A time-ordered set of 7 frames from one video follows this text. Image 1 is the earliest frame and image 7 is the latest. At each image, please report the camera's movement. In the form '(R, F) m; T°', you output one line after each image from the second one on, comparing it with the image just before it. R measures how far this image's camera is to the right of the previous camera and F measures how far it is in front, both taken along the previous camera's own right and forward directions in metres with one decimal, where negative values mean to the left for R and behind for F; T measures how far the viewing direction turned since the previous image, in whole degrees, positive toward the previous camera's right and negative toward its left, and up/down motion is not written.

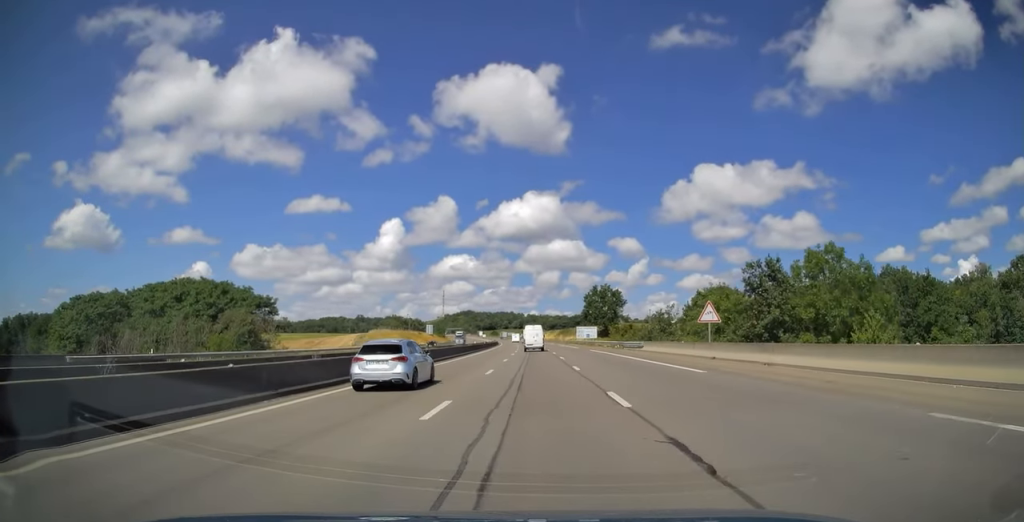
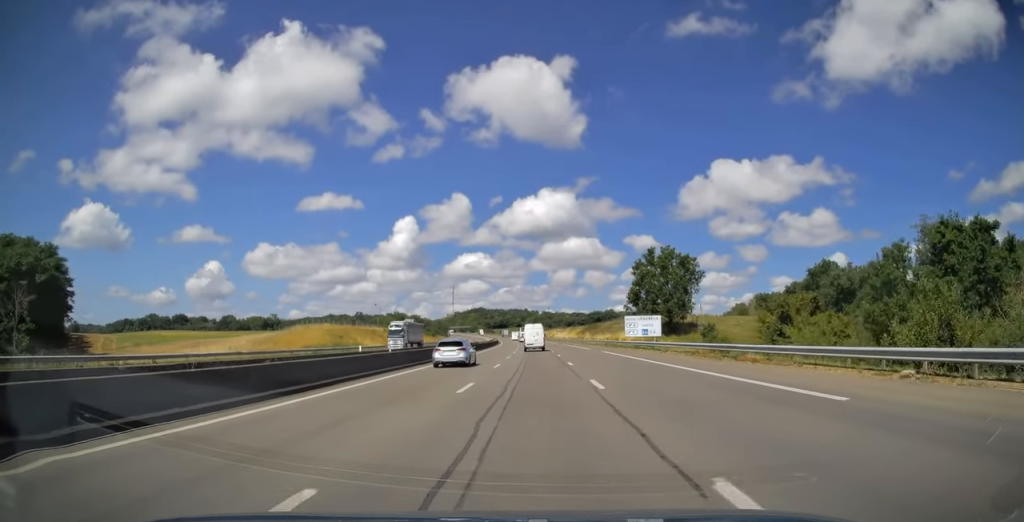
(-0.8, +60.0) m; -2°
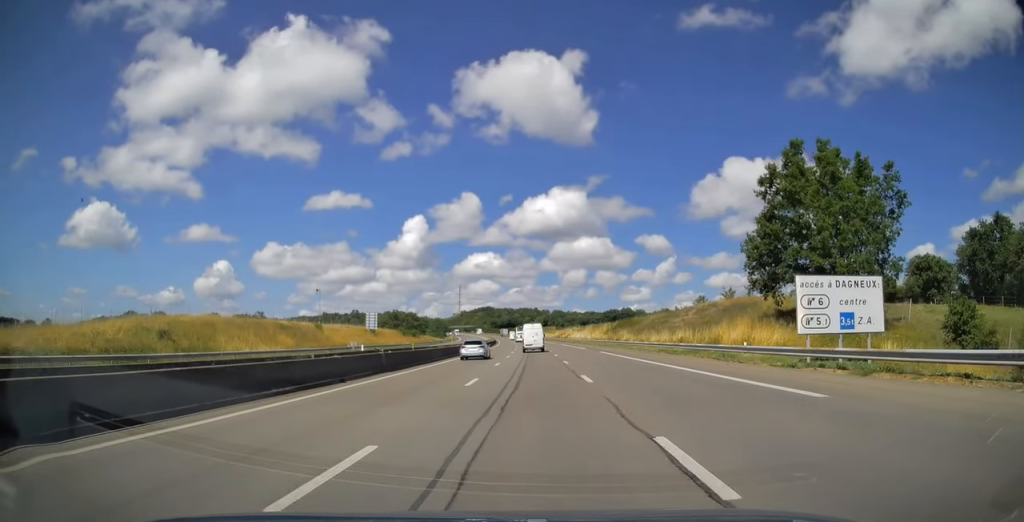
(-0.5, +49.2) m; -1°
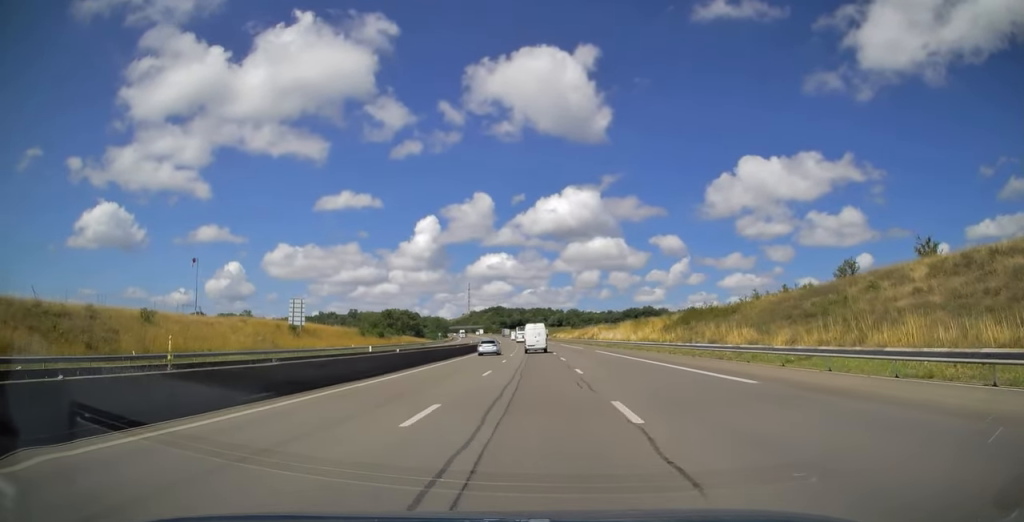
(-0.2, +46.6) m; 0°
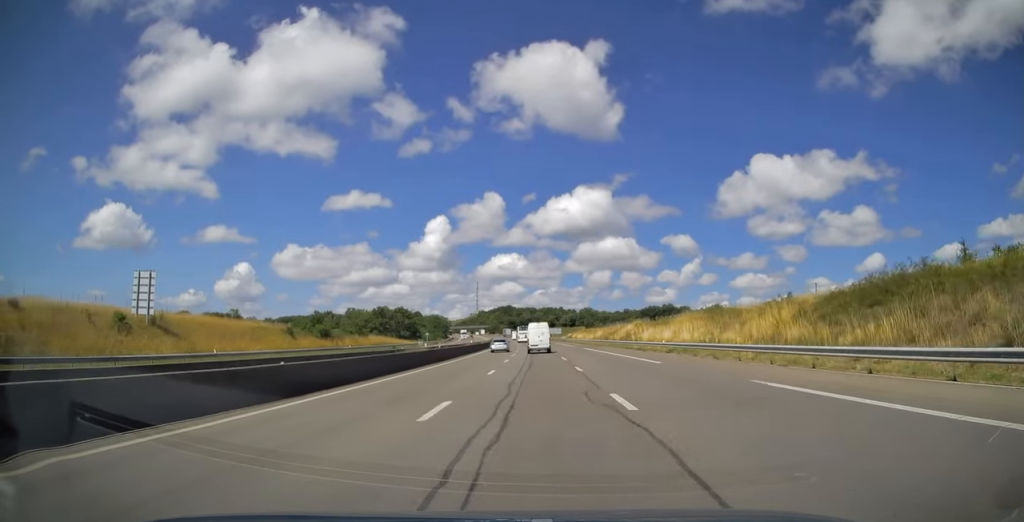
(-0.4, +38.0) m; -2°
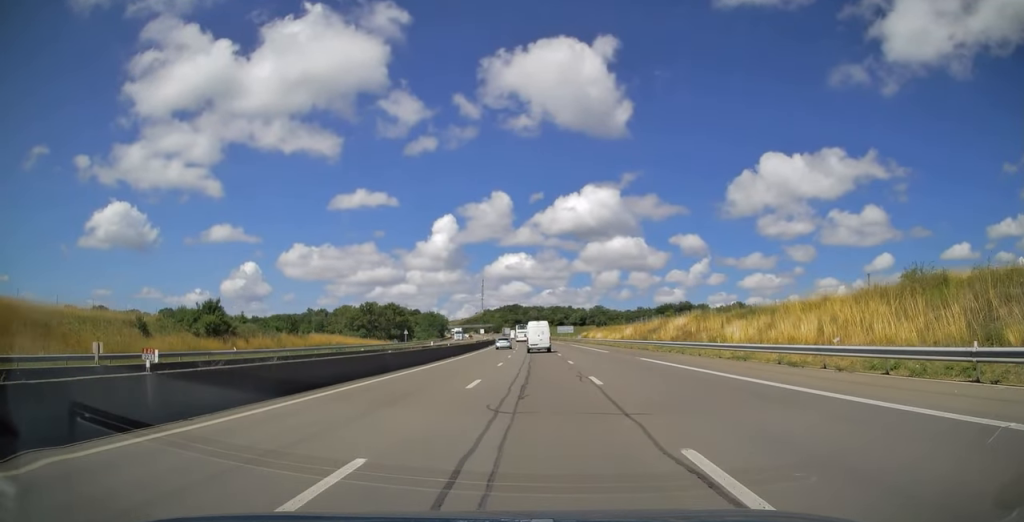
(-0.6, +32.6) m; -1°
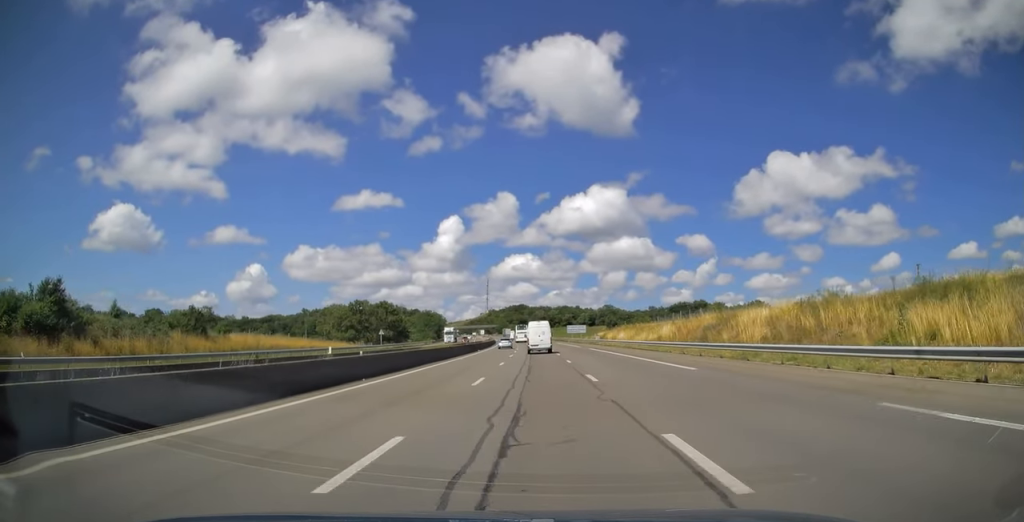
(+0.4, +24.0) m; -1°
